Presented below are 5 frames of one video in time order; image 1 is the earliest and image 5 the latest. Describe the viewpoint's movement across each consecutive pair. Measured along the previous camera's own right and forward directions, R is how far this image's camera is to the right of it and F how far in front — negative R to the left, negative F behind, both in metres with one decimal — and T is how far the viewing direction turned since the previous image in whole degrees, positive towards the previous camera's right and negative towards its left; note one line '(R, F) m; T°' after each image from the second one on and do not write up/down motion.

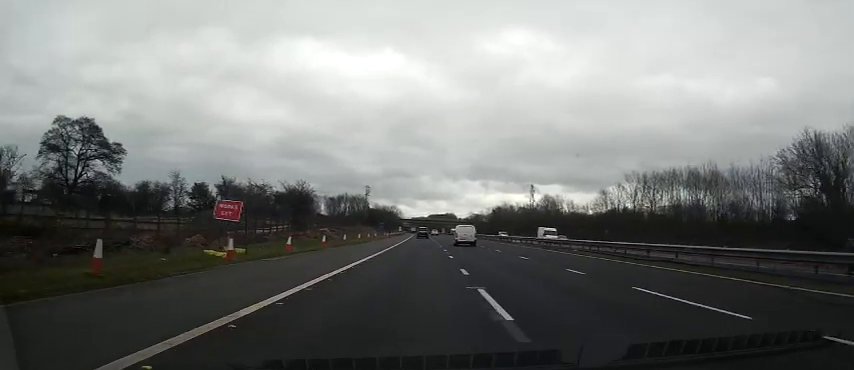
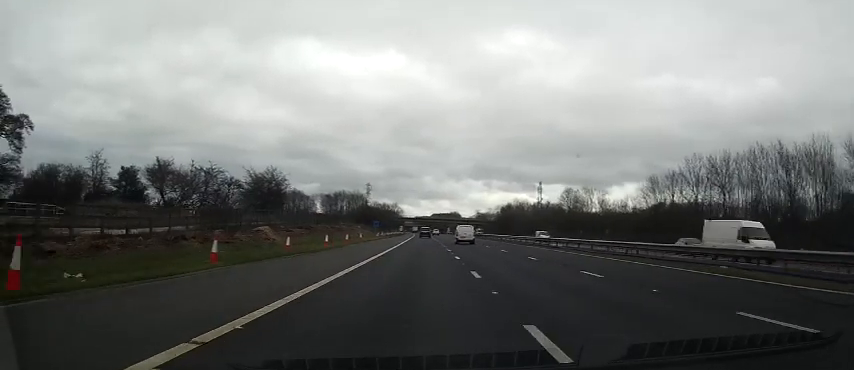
(-0.1, +18.3) m; -1°
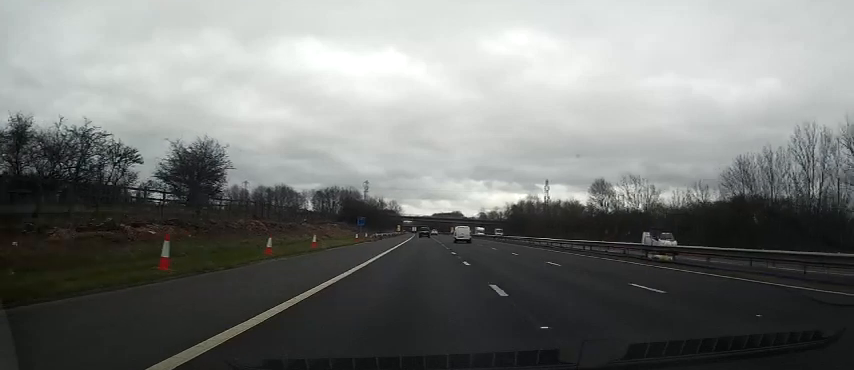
(-0.1, +21.7) m; 0°
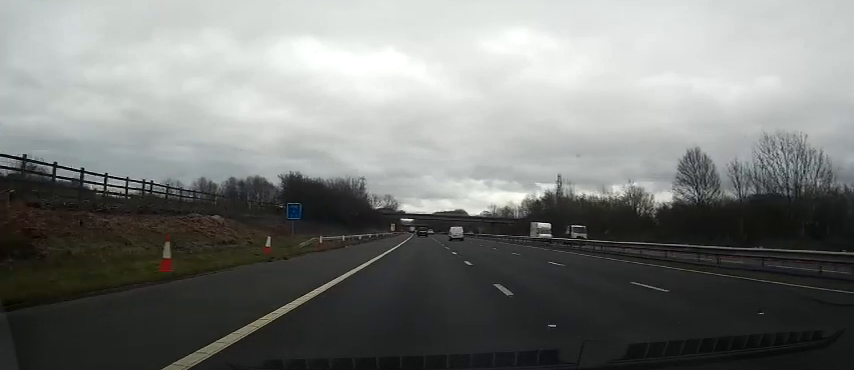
(-0.1, +36.0) m; 0°
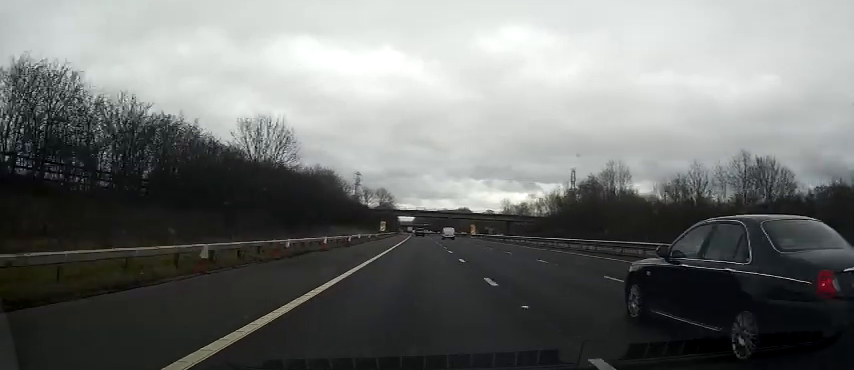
(0.0, +34.0) m; 0°
